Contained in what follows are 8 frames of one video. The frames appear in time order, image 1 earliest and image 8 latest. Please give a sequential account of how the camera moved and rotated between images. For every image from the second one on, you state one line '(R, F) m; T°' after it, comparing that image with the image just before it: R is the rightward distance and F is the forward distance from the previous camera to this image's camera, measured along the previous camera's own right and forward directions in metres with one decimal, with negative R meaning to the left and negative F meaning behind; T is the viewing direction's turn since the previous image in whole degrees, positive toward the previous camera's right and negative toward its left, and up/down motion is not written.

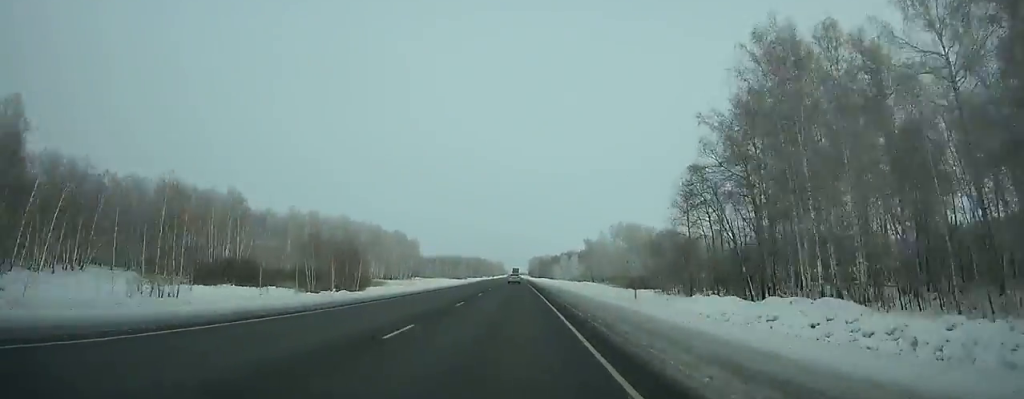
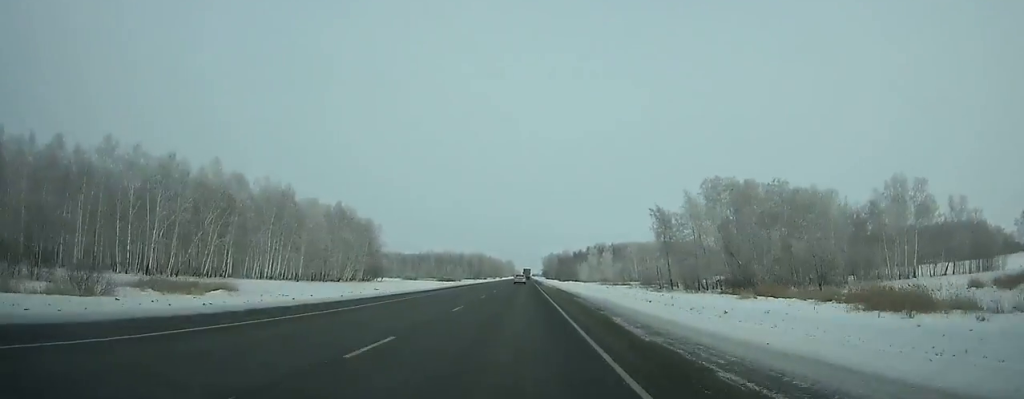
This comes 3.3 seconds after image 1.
(-0.9, +99.9) m; -1°
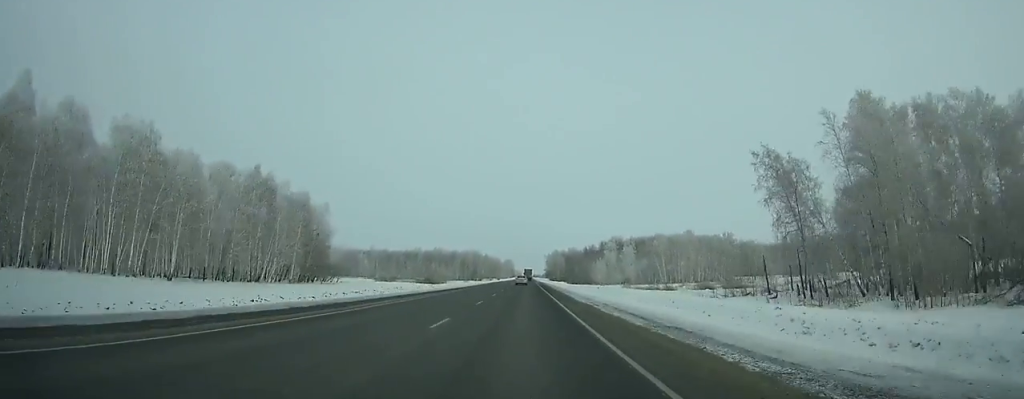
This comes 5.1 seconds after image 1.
(-0.1, +55.0) m; 0°
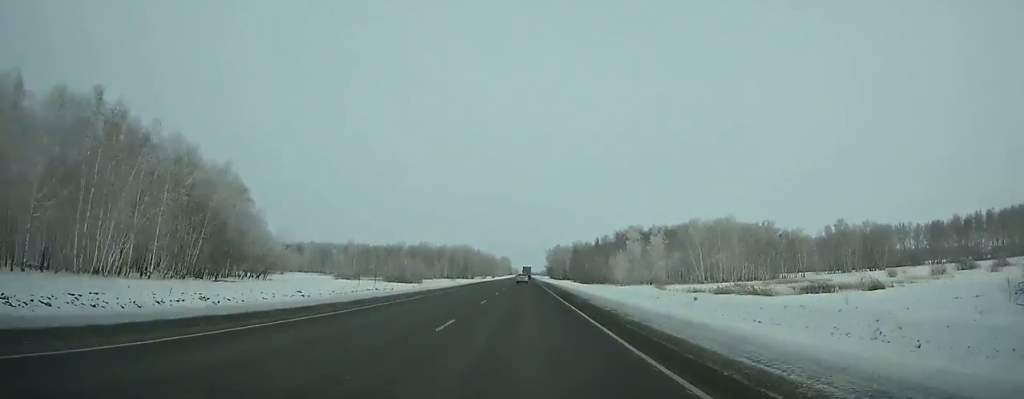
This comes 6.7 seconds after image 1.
(-0.1, +49.0) m; 0°
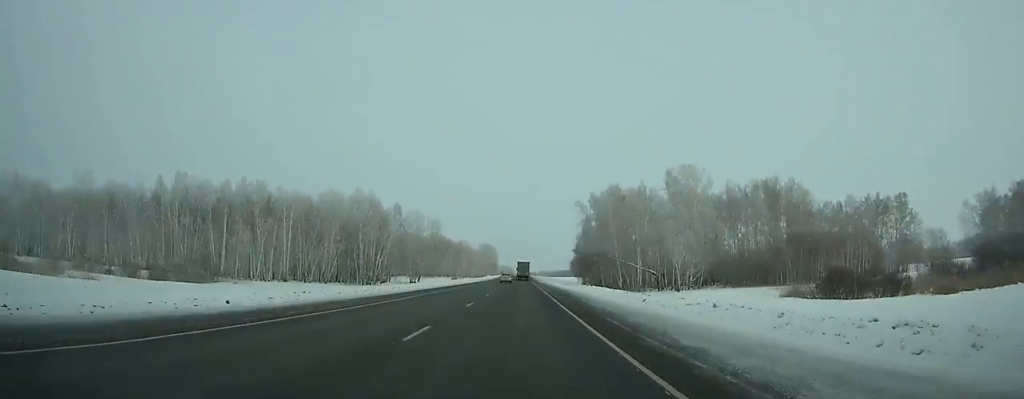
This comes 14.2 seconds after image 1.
(+1.7, +229.9) m; +1°
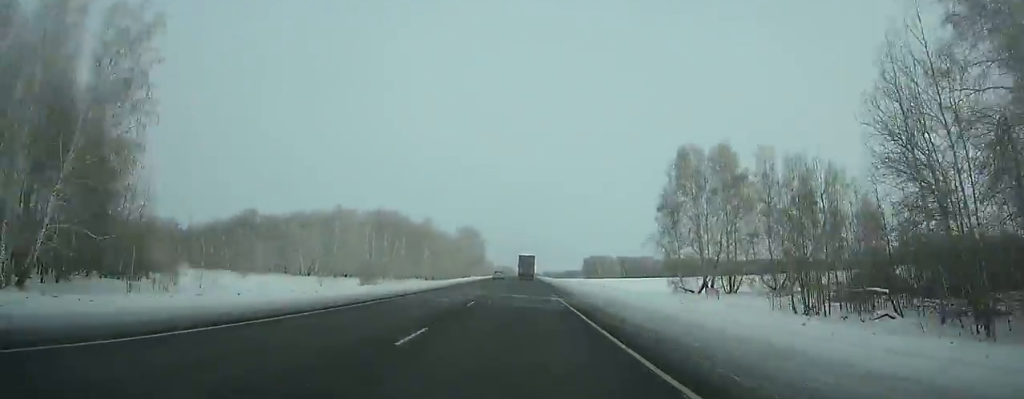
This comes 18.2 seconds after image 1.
(0.0, +120.6) m; 0°
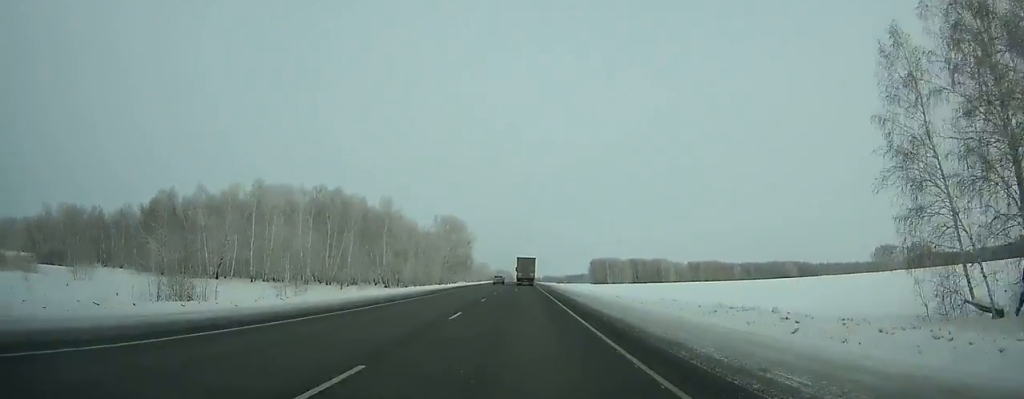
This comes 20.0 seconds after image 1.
(-0.1, +53.3) m; 0°
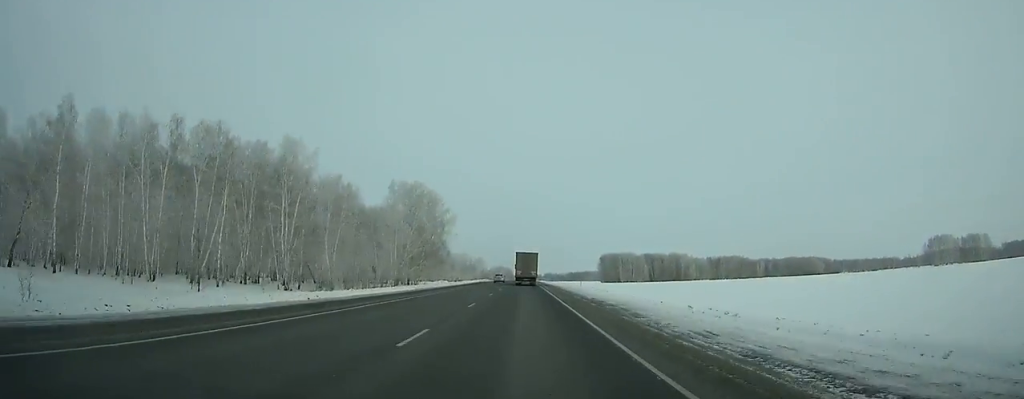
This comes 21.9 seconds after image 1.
(0.0, +55.7) m; 0°
